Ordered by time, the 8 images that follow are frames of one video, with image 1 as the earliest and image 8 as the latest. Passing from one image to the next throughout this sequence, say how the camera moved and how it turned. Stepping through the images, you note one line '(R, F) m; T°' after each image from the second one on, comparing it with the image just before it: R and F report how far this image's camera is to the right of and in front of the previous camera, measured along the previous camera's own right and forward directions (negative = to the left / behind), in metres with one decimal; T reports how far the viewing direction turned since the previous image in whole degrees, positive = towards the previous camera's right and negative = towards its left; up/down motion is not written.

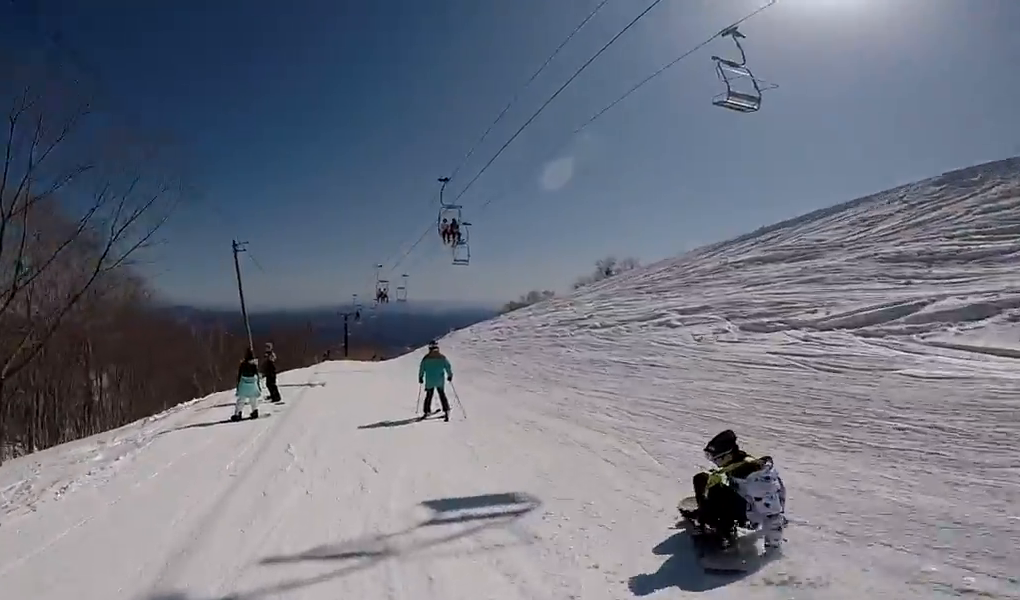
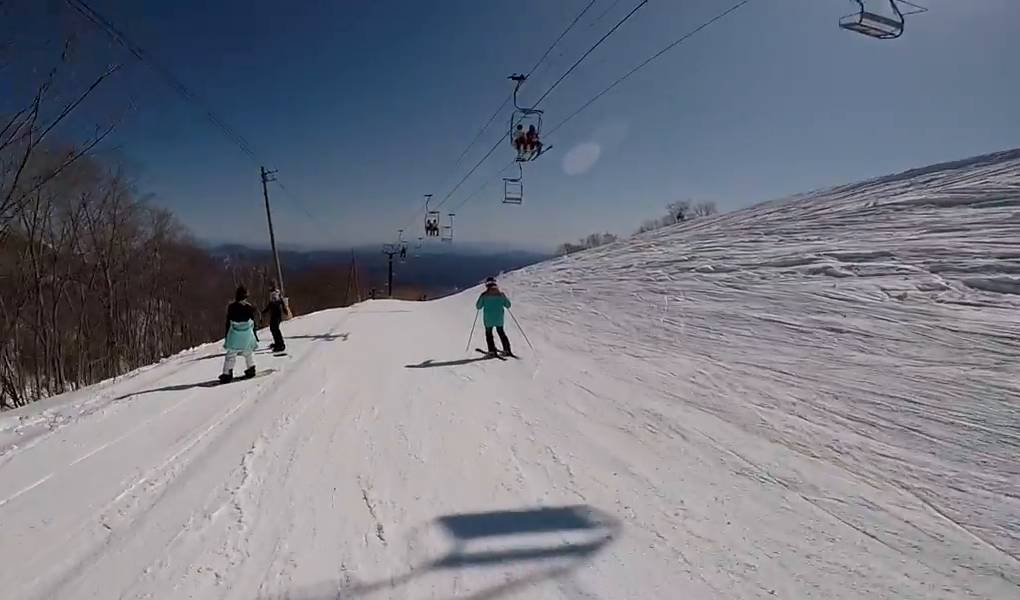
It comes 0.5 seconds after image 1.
(-0.4, +3.3) m; 0°
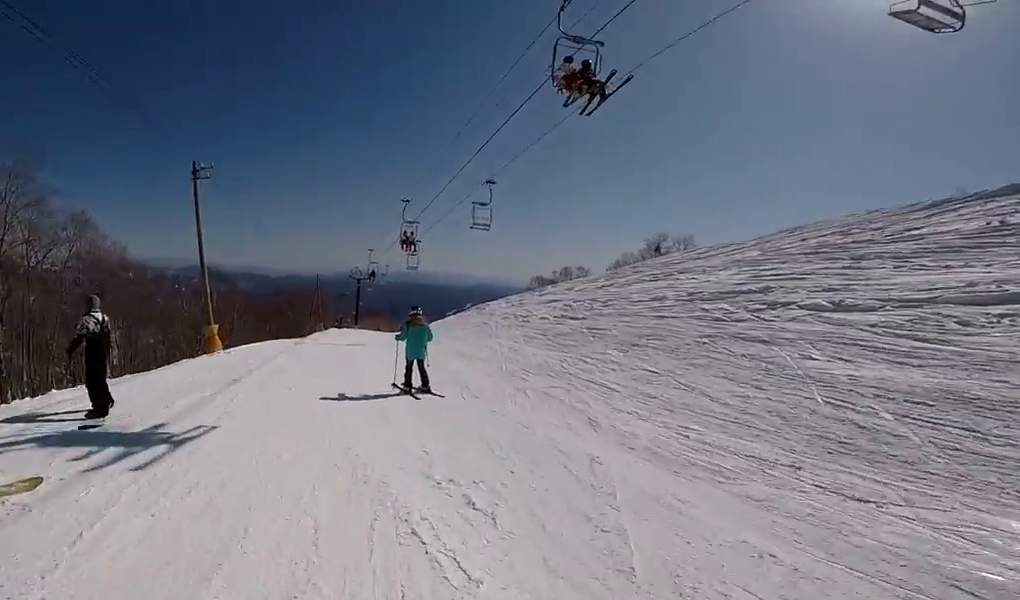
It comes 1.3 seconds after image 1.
(+0.6, +5.1) m; +1°
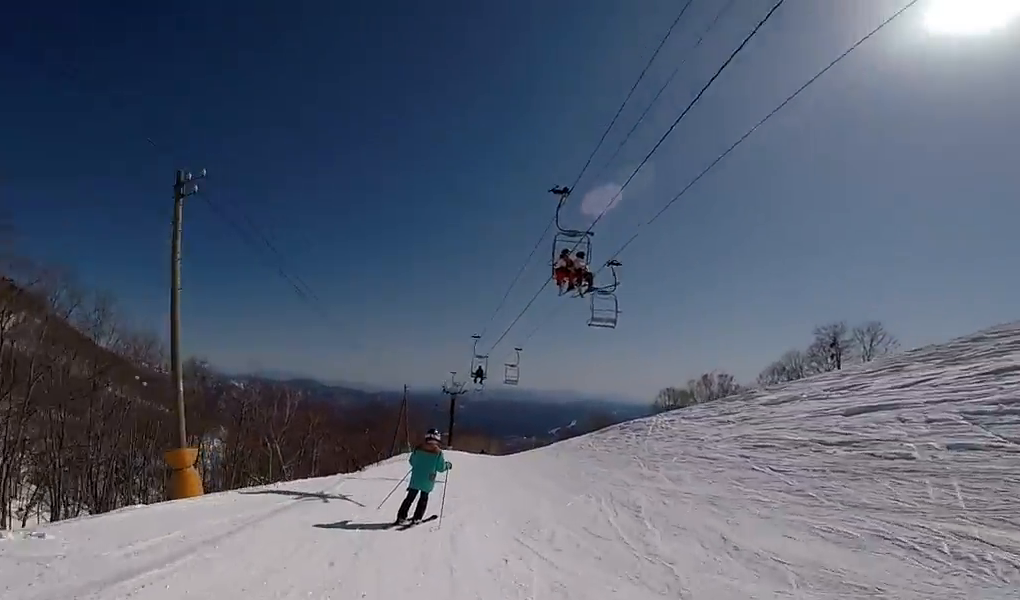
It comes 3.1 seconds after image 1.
(-0.8, +10.2) m; -7°
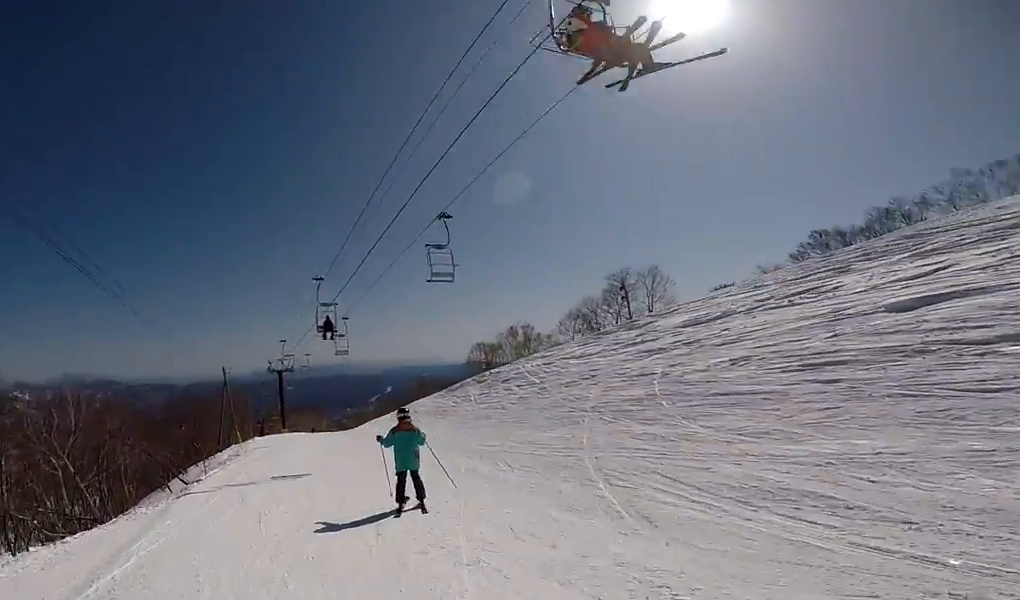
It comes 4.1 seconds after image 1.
(0.0, +6.4) m; +5°
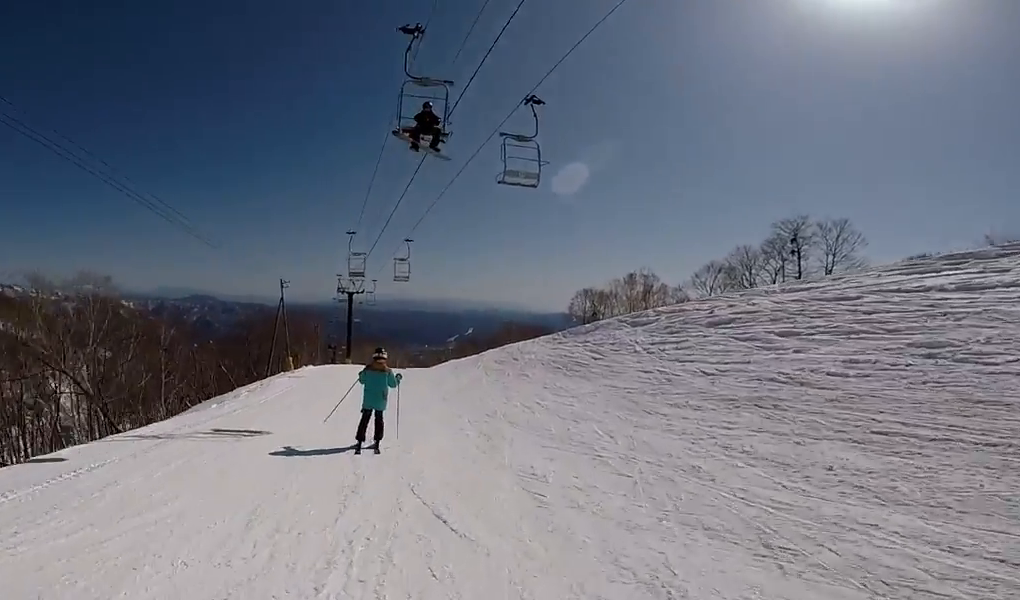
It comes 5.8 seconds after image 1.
(+1.3, +10.2) m; +6°
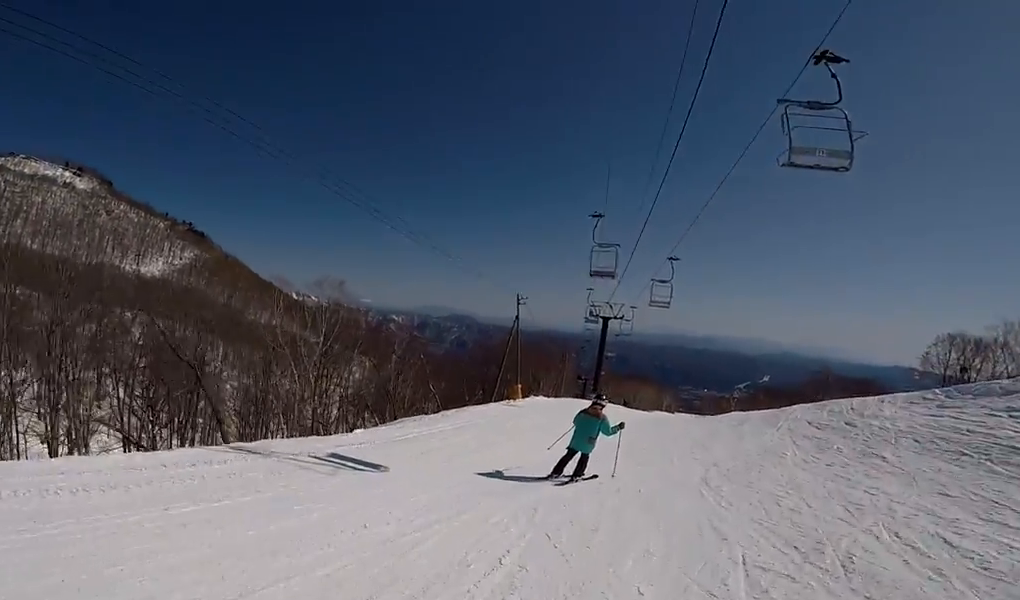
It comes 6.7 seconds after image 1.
(-0.1, +5.4) m; -13°
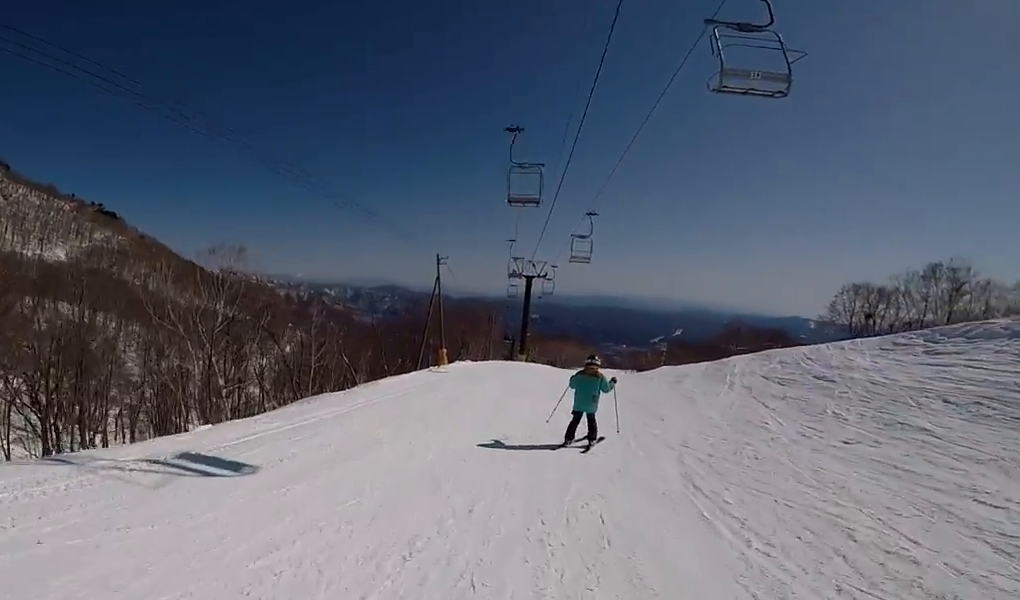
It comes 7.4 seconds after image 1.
(-1.2, +3.7) m; 0°
